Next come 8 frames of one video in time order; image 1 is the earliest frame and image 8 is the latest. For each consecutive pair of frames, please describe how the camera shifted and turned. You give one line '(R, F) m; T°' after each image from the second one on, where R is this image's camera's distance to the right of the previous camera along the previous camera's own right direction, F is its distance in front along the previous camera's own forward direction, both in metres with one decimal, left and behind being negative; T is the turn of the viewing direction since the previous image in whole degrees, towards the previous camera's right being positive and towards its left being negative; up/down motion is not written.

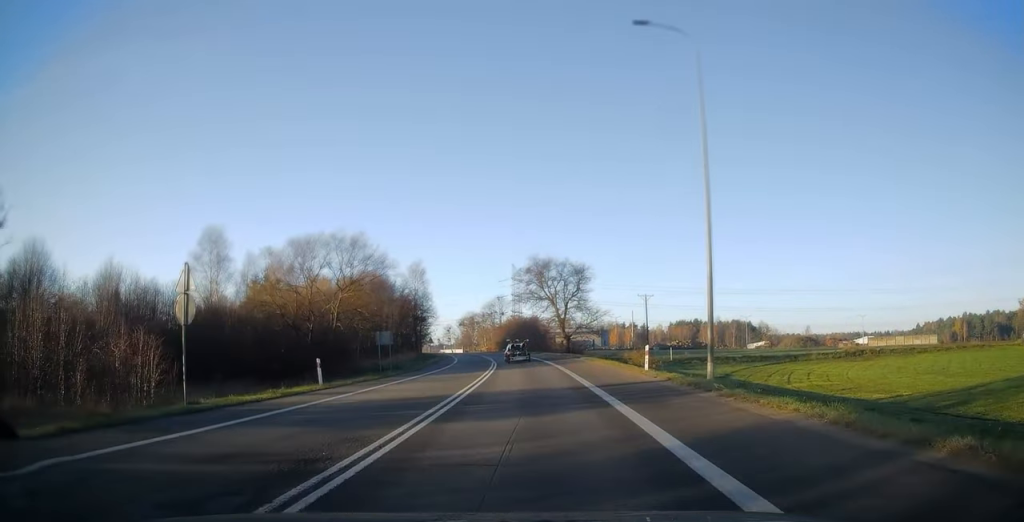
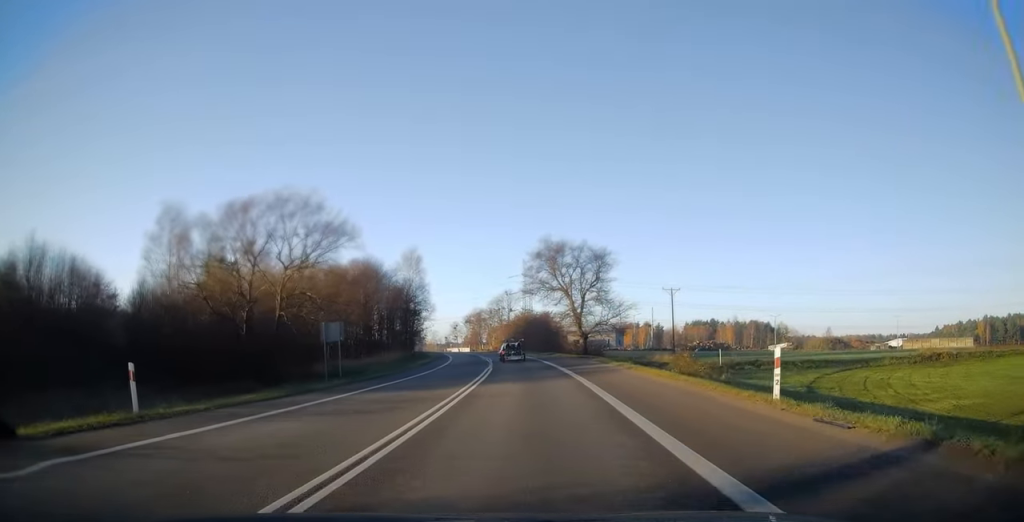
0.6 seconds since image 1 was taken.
(-0.1, +12.7) m; -2°
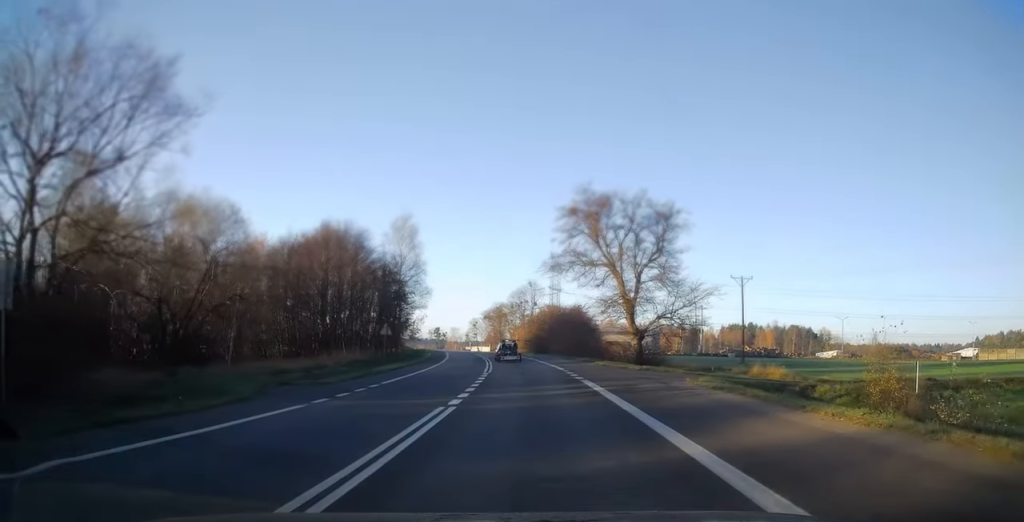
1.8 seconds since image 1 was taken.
(-0.5, +22.0) m; -2°
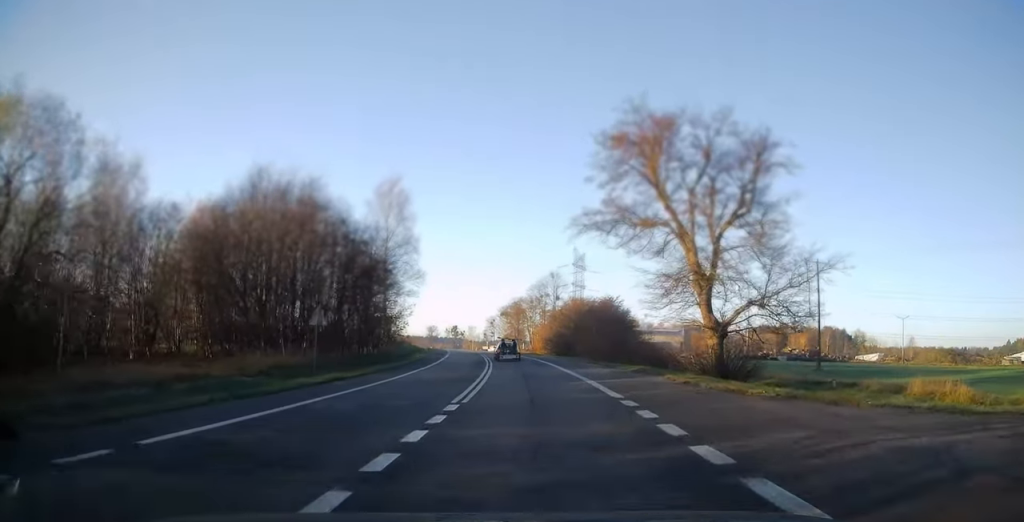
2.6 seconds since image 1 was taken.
(0.0, +15.5) m; -1°
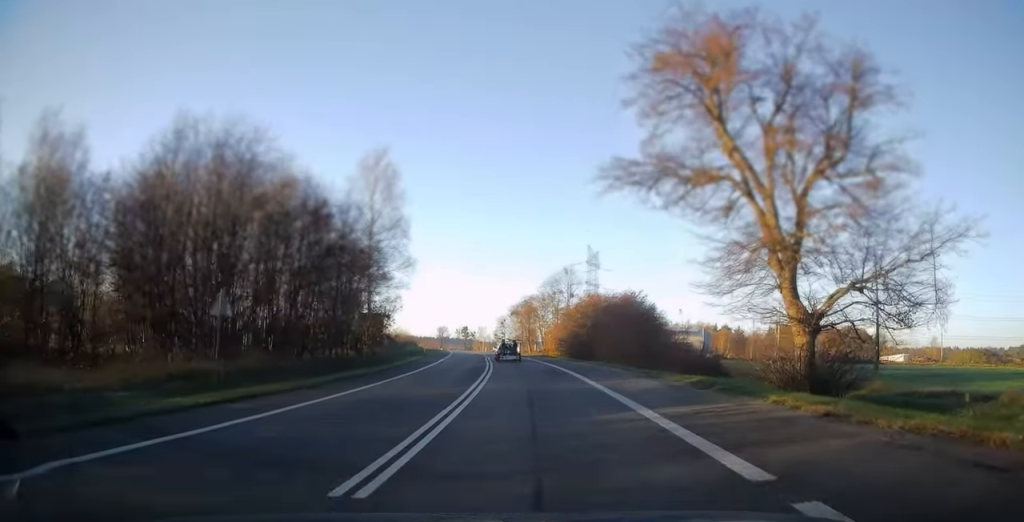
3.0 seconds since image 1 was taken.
(-0.2, +8.8) m; -1°
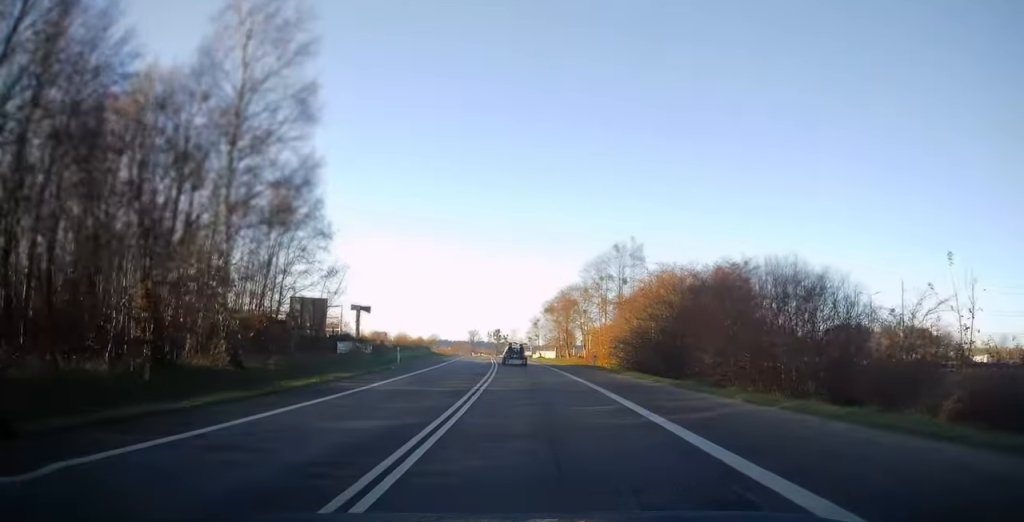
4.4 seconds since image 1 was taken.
(-0.8, +26.1) m; -4°
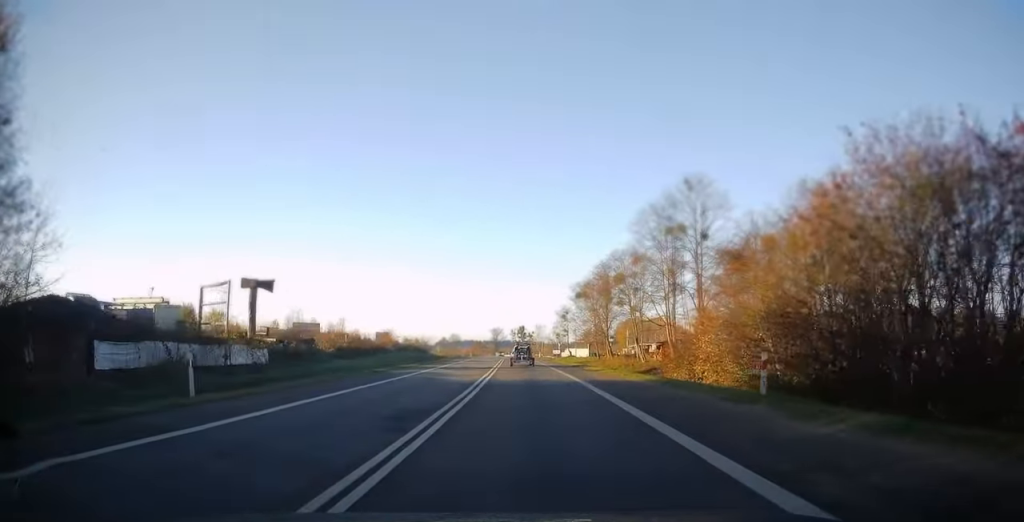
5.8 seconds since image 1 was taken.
(-0.7, +27.7) m; -2°
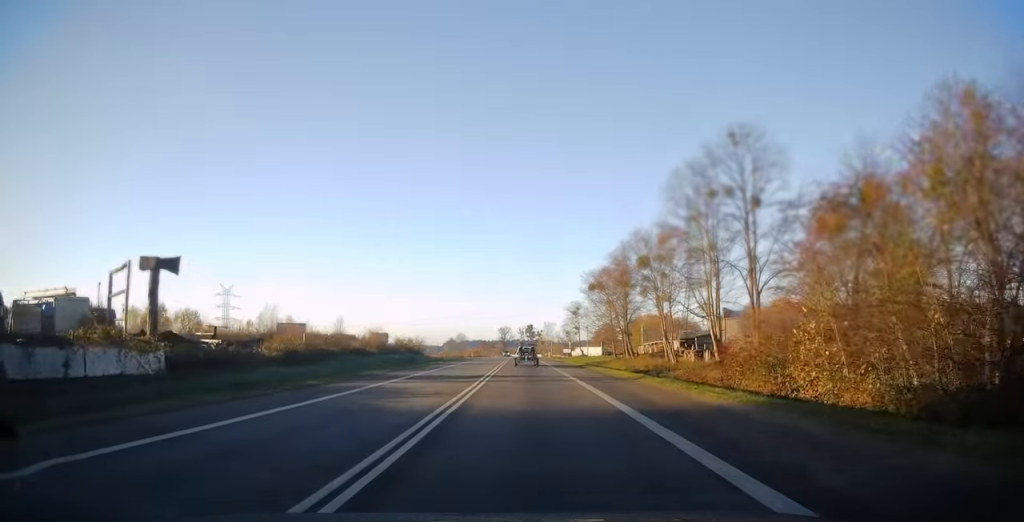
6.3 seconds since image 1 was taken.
(0.0, +10.6) m; -1°
